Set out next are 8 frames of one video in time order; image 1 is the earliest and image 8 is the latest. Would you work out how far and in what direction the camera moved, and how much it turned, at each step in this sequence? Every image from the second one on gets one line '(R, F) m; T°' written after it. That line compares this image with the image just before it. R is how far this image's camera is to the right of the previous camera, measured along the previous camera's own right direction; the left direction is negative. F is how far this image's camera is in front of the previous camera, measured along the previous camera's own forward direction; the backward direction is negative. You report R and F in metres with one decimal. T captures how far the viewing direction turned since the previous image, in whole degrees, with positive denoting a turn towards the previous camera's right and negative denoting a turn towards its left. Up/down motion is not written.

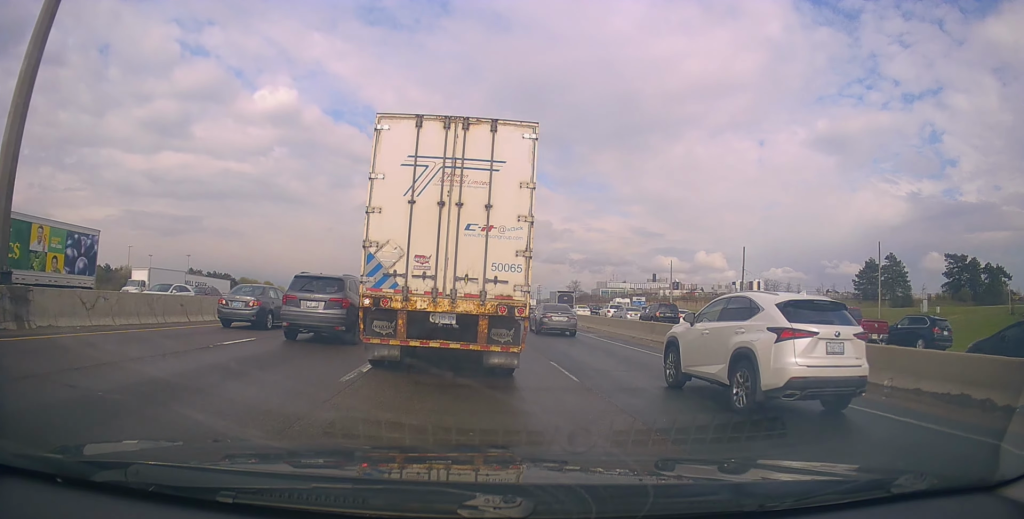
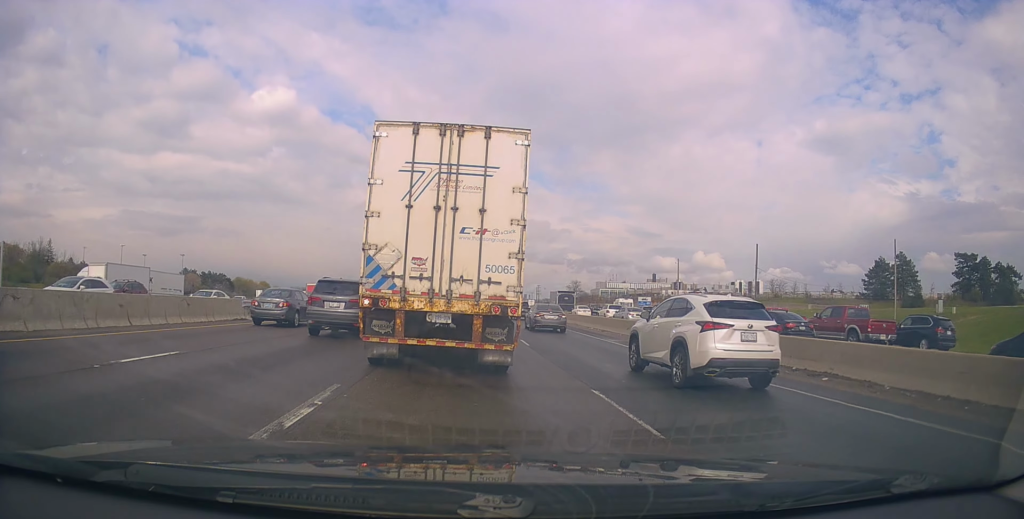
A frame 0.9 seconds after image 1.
(-0.4, +4.3) m; +1°
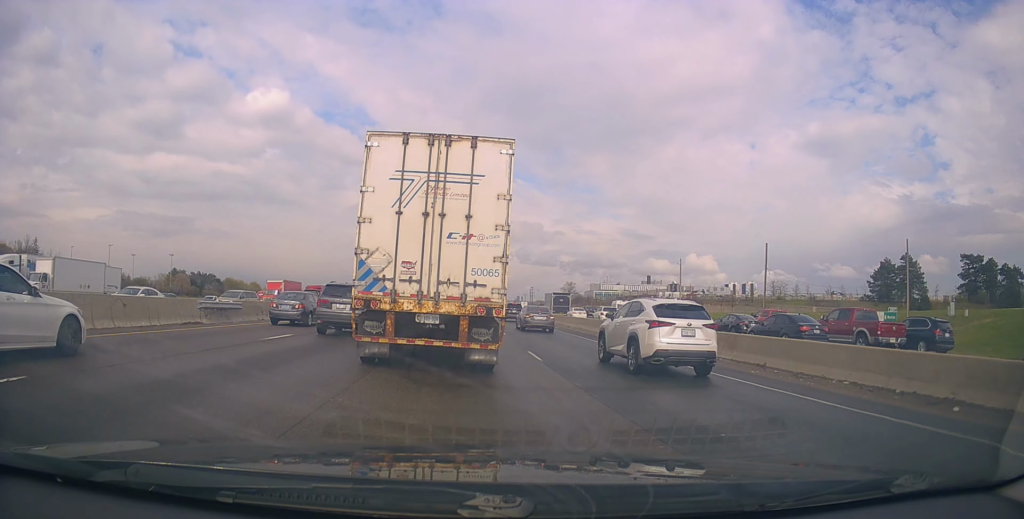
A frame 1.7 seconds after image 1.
(+0.6, +4.5) m; +1°
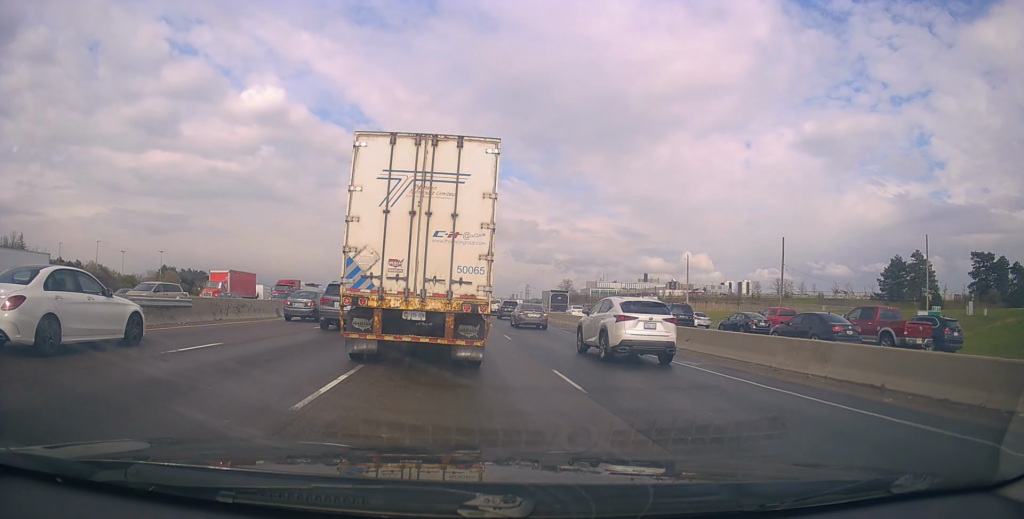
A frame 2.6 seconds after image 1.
(-0.4, +5.0) m; -3°
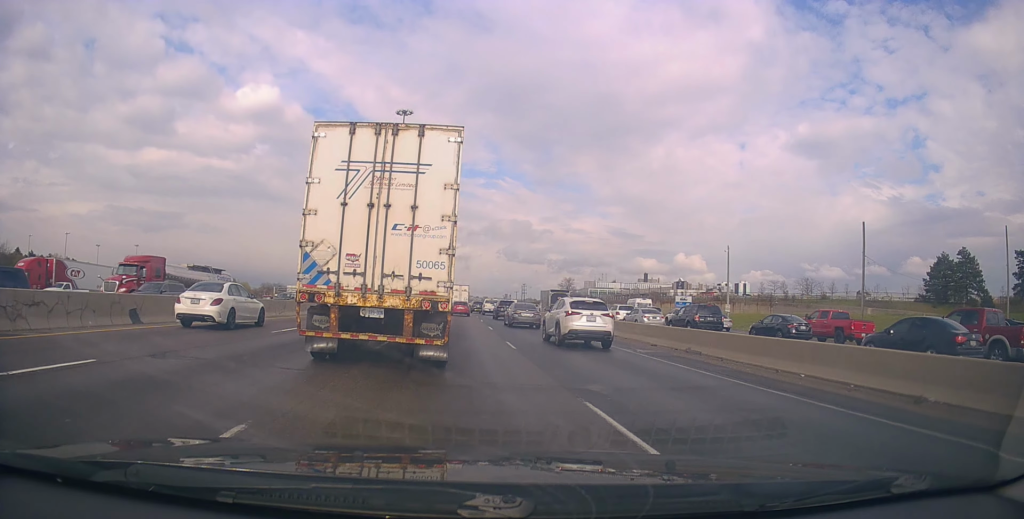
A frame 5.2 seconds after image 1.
(+0.2, +16.6) m; +2°
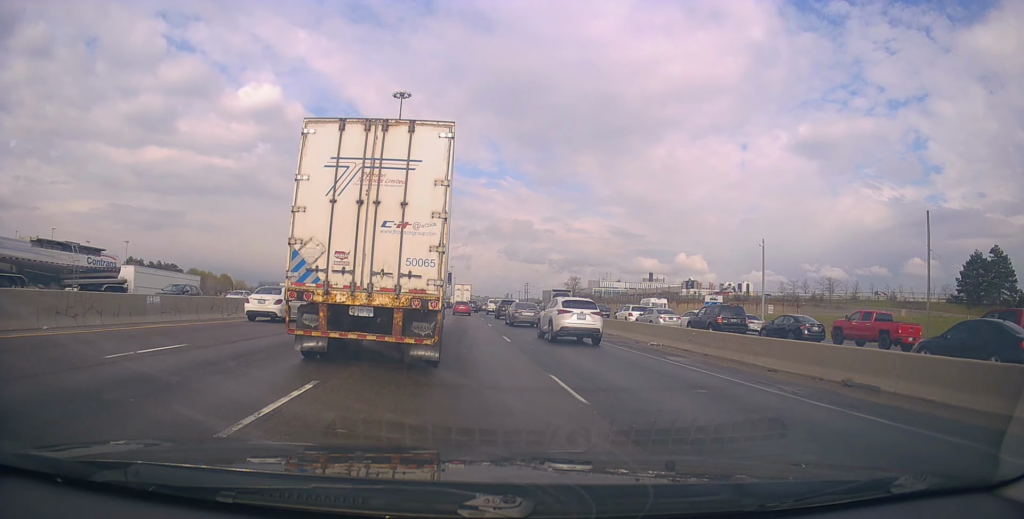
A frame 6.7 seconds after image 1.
(+0.5, +9.0) m; +1°
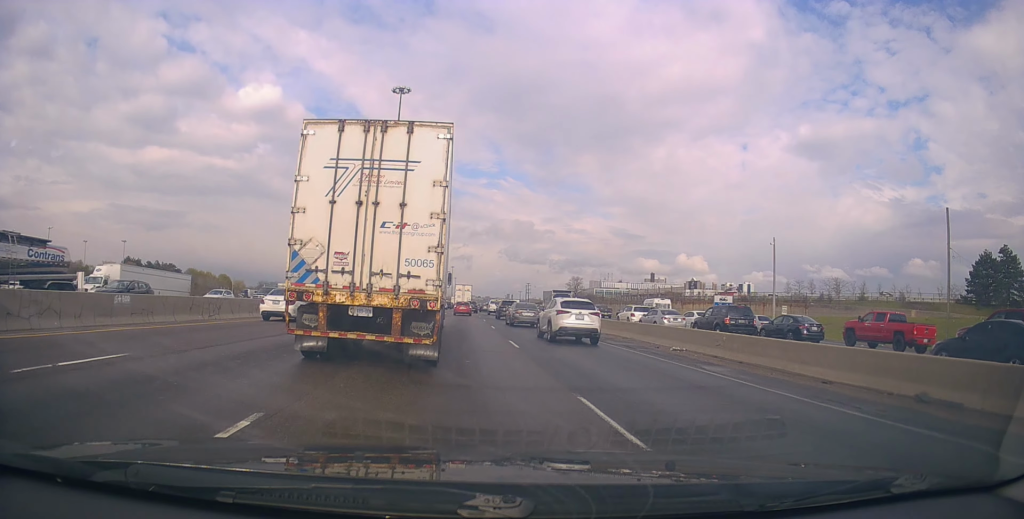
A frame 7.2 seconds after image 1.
(-0.2, +2.5) m; 0°
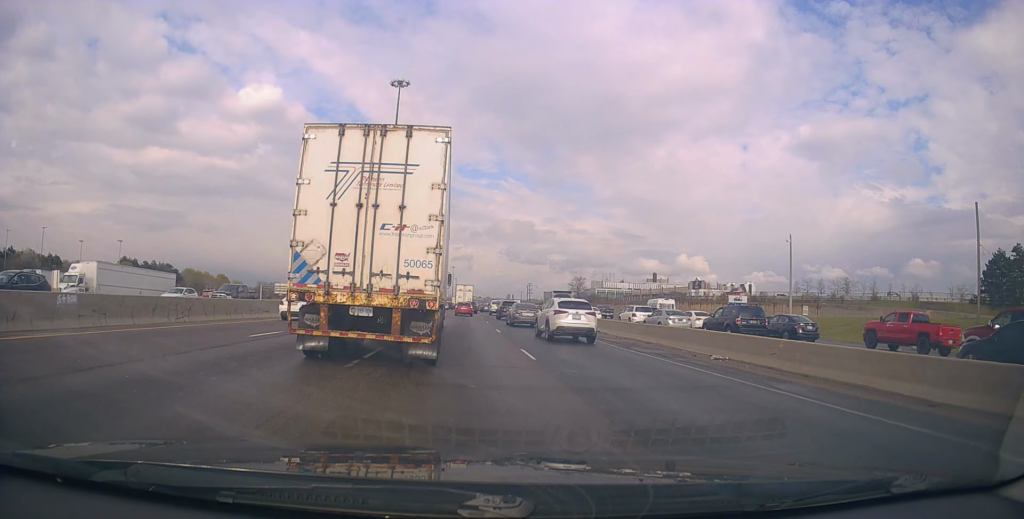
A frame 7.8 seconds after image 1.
(-0.4, +3.4) m; 0°
